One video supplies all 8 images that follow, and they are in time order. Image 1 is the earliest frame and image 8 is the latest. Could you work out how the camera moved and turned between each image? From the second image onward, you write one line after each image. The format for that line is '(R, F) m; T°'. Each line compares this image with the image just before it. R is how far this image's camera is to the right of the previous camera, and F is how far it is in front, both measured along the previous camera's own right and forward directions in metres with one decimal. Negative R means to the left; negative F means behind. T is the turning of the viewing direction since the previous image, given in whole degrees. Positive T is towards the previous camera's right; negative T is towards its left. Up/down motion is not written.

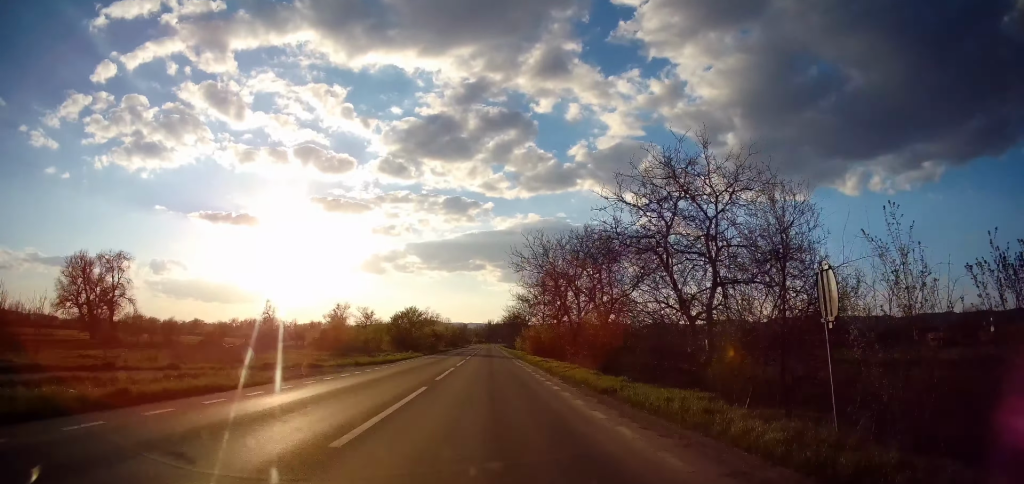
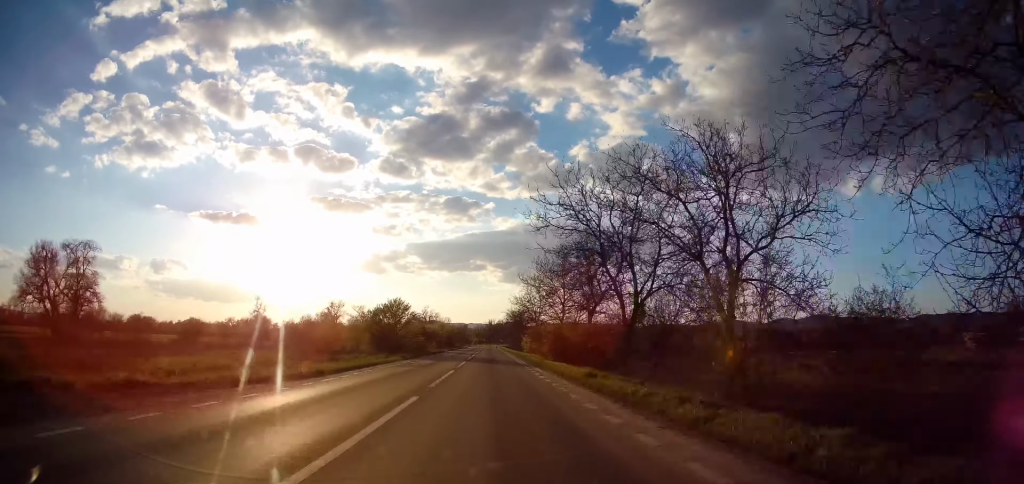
(+0.1, +14.8) m; 0°
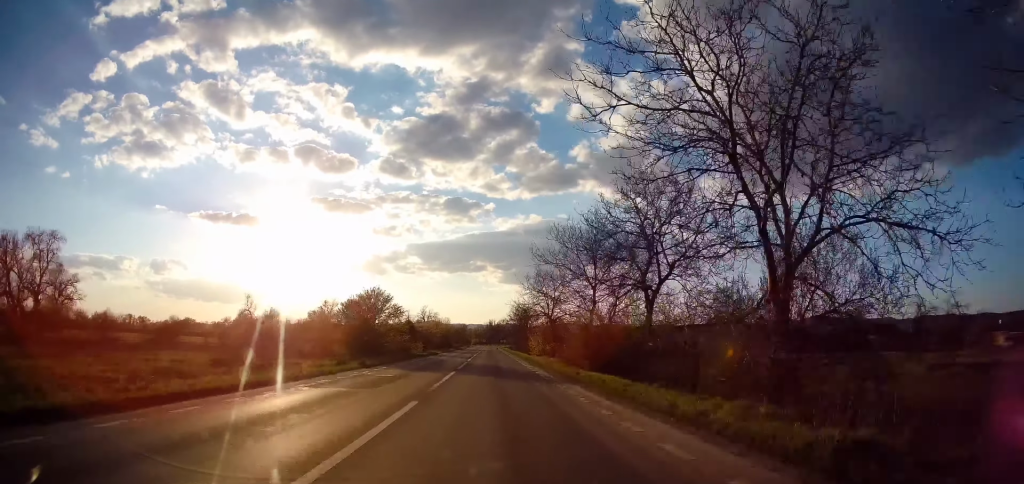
(+0.2, +13.1) m; +1°
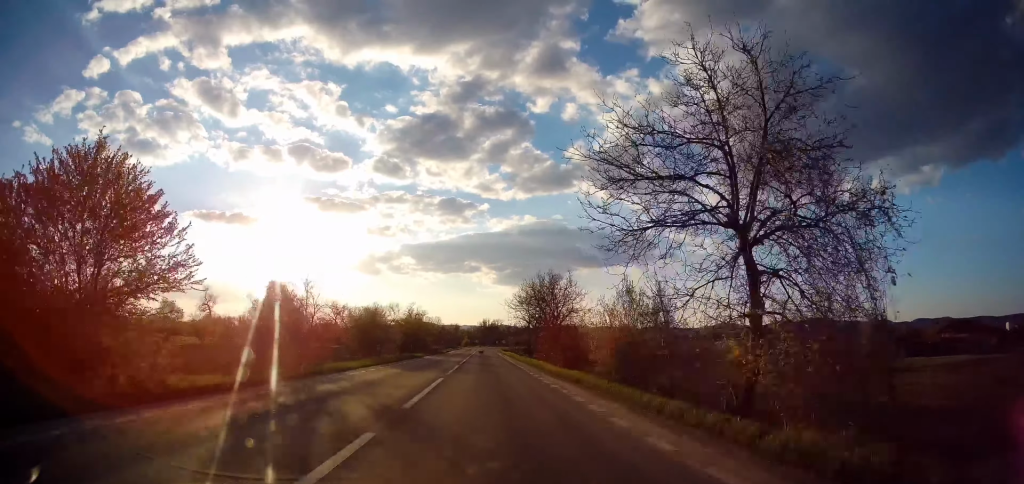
(-0.1, +40.3) m; 0°
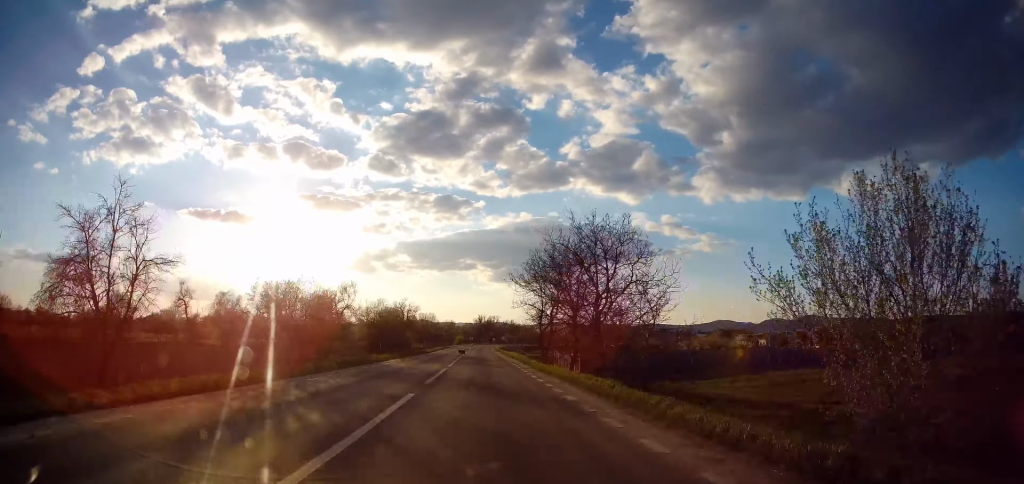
(+0.2, +19.0) m; 0°
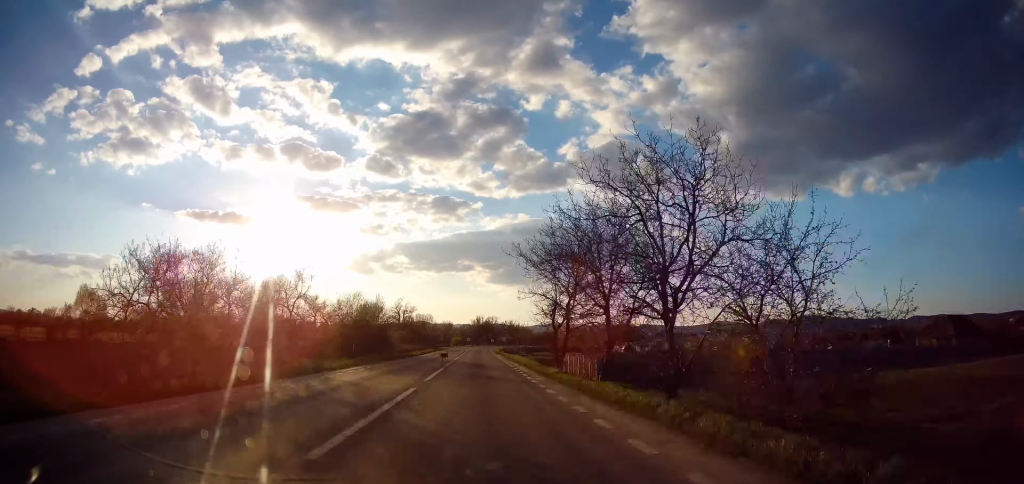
(+0.2, +10.5) m; 0°
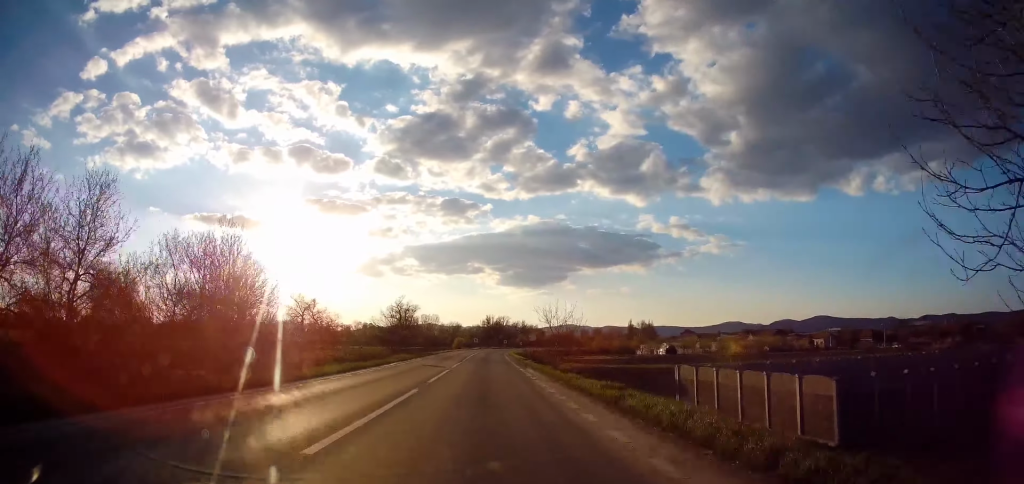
(-0.2, +35.3) m; 0°
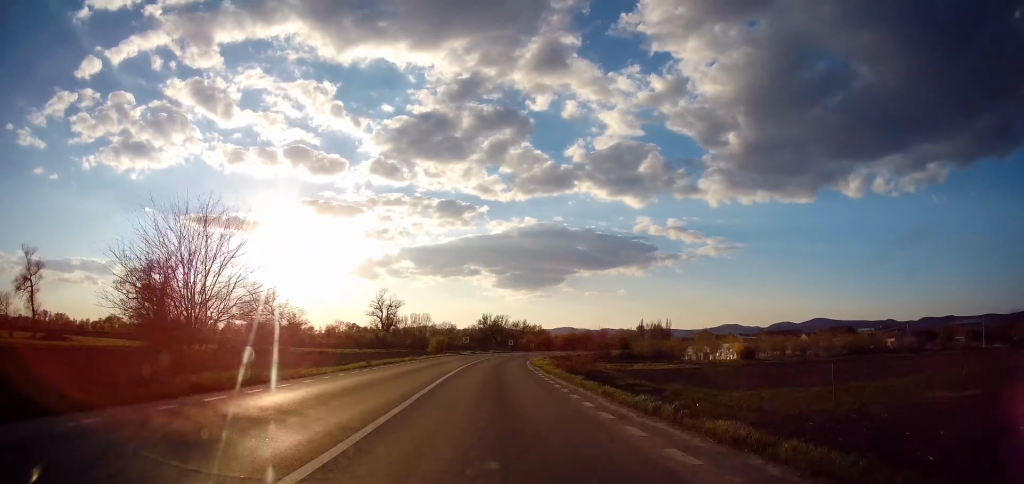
(-0.8, +48.4) m; -1°
